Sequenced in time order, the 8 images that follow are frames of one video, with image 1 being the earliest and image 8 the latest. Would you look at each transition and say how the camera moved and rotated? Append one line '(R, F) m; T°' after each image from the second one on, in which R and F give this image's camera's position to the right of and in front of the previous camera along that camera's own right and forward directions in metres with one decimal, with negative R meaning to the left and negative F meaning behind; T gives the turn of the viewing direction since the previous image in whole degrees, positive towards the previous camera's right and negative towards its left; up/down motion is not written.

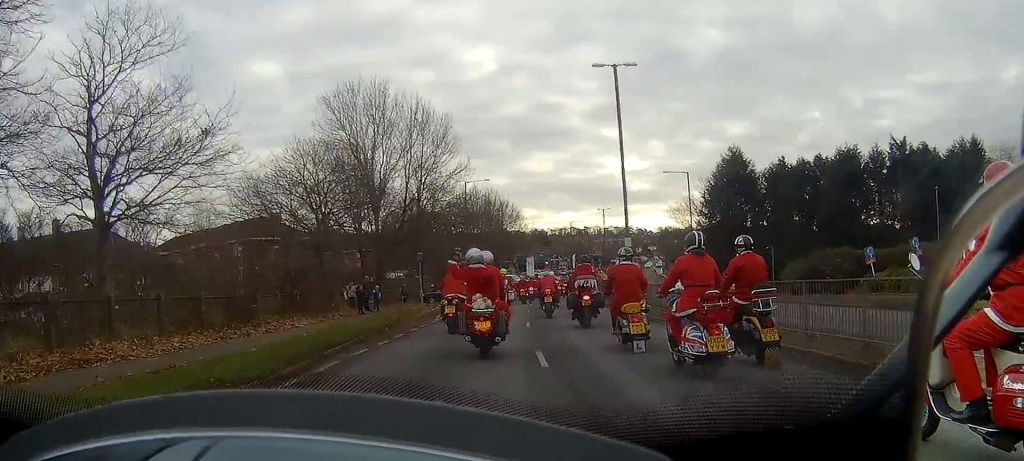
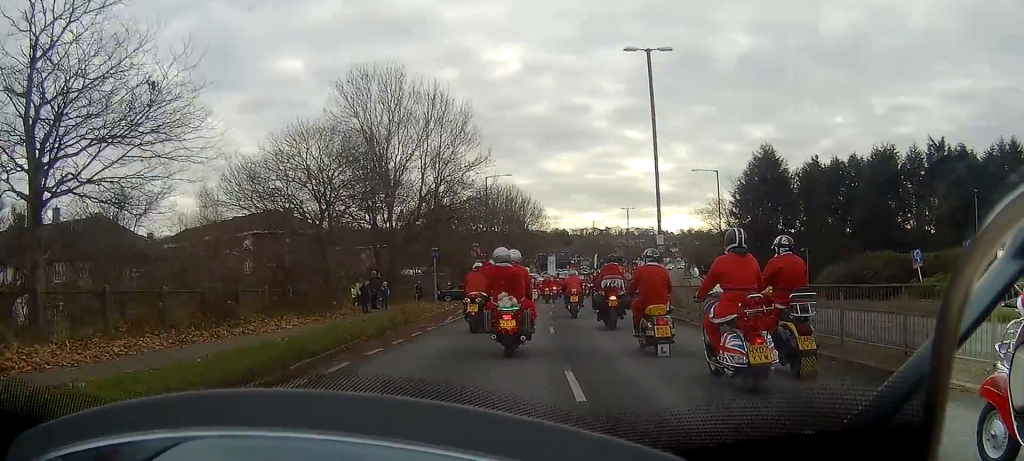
(0.0, +2.7) m; 0°
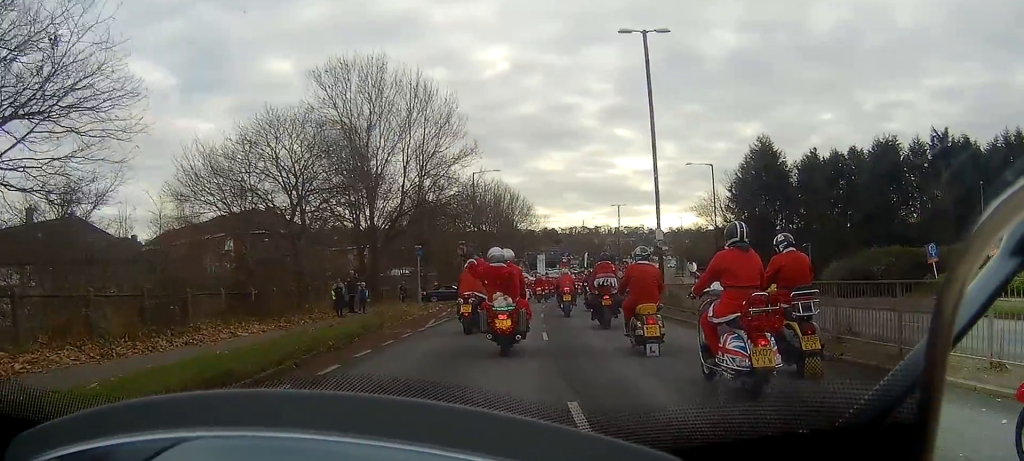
(-0.1, +2.1) m; -1°
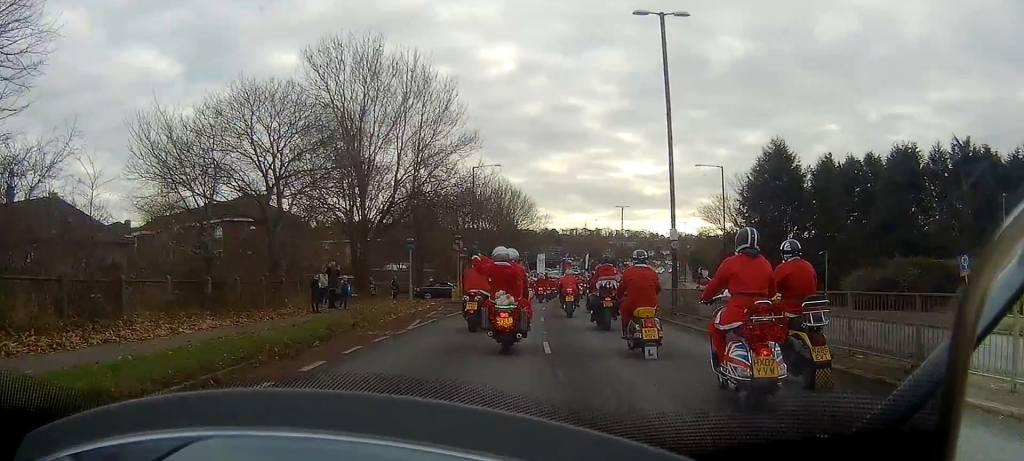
(0.0, +2.7) m; 0°
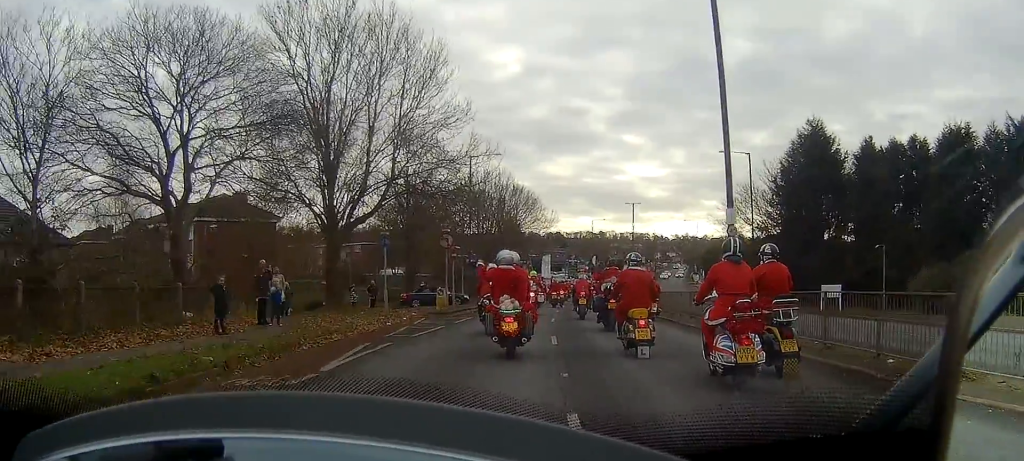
(+0.3, +6.8) m; +4°
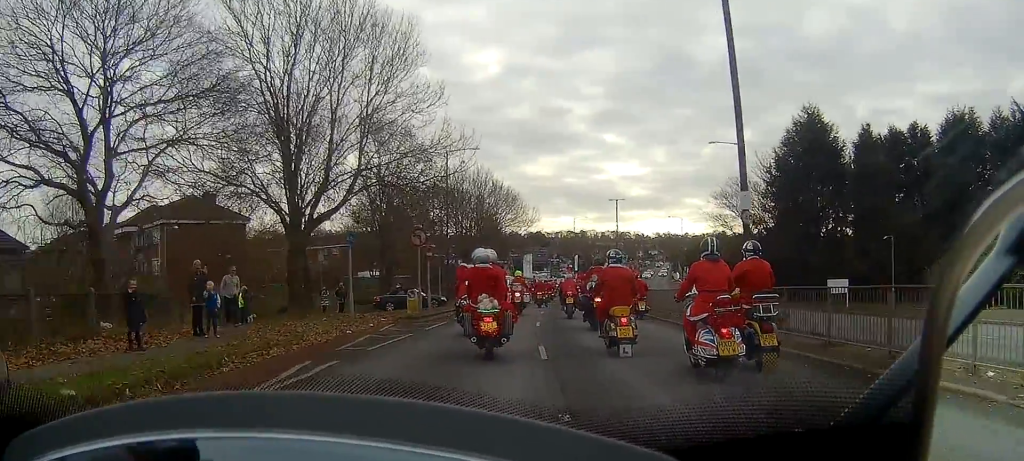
(+0.1, +2.6) m; -1°
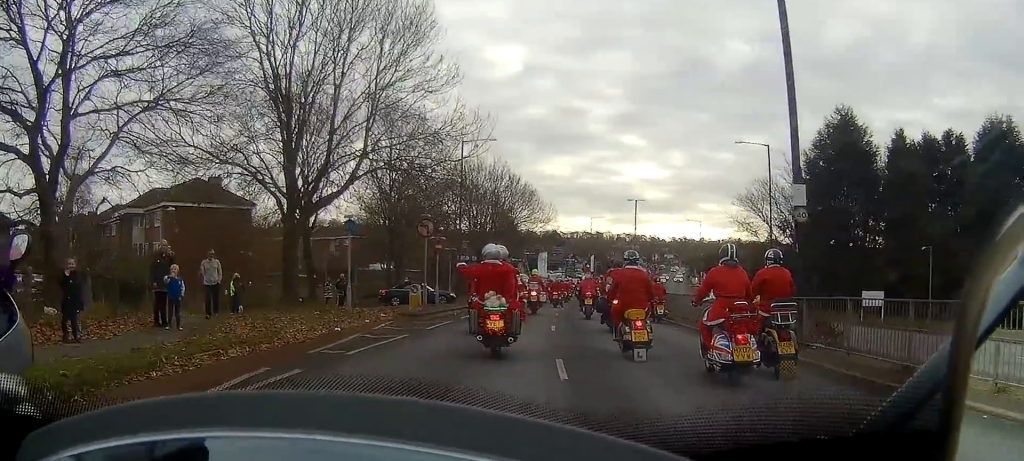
(-0.1, +2.1) m; -1°
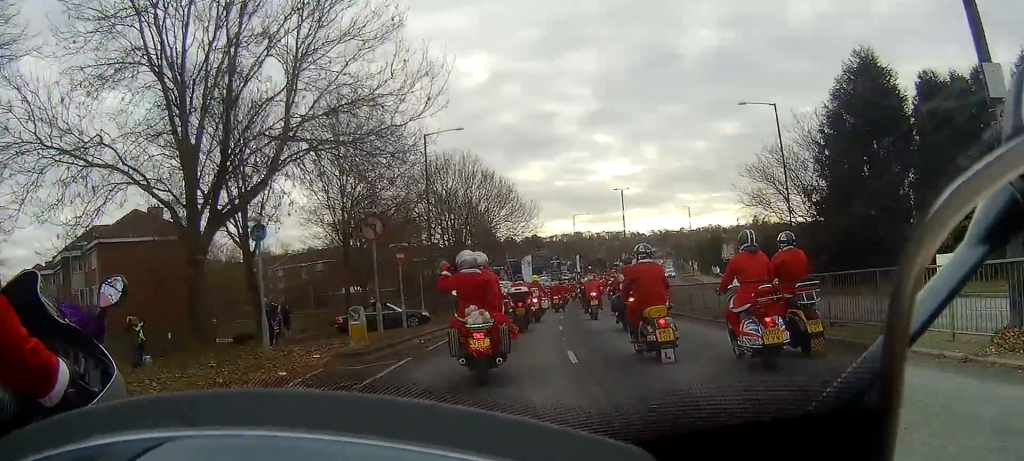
(-0.1, +6.8) m; +1°
